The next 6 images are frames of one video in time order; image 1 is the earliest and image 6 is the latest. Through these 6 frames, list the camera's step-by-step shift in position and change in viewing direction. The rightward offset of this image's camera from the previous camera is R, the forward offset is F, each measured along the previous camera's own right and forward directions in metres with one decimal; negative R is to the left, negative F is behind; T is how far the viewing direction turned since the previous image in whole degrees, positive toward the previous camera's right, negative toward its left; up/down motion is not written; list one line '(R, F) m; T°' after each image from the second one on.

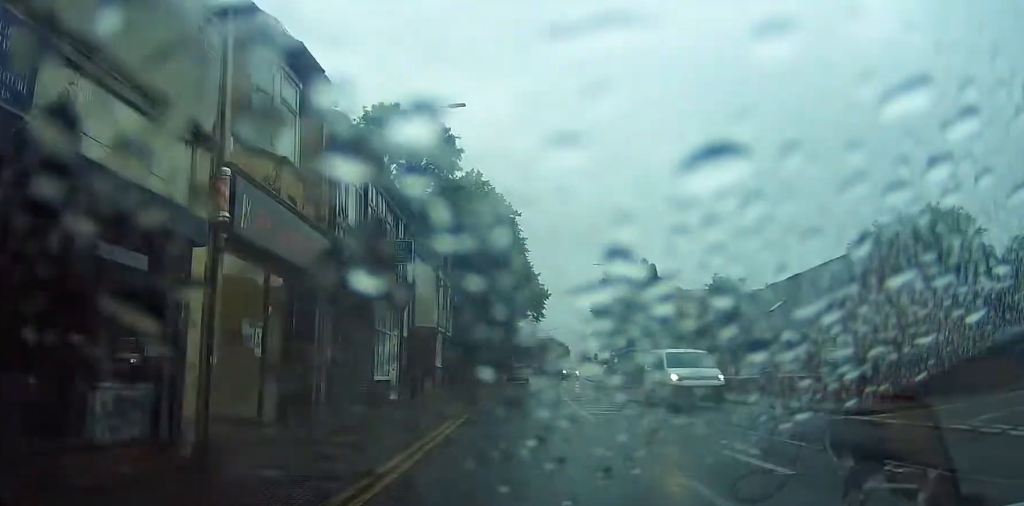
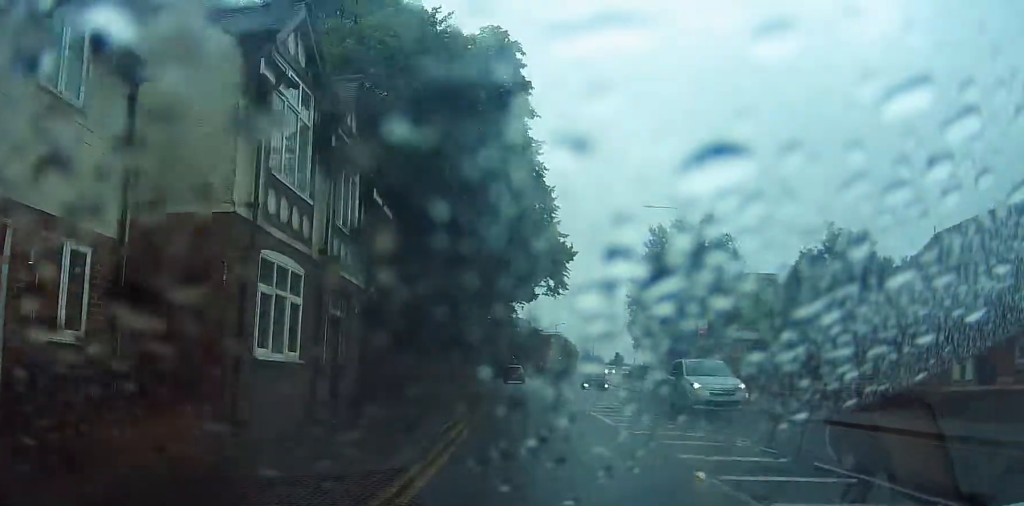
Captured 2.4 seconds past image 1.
(0.0, +23.3) m; 0°
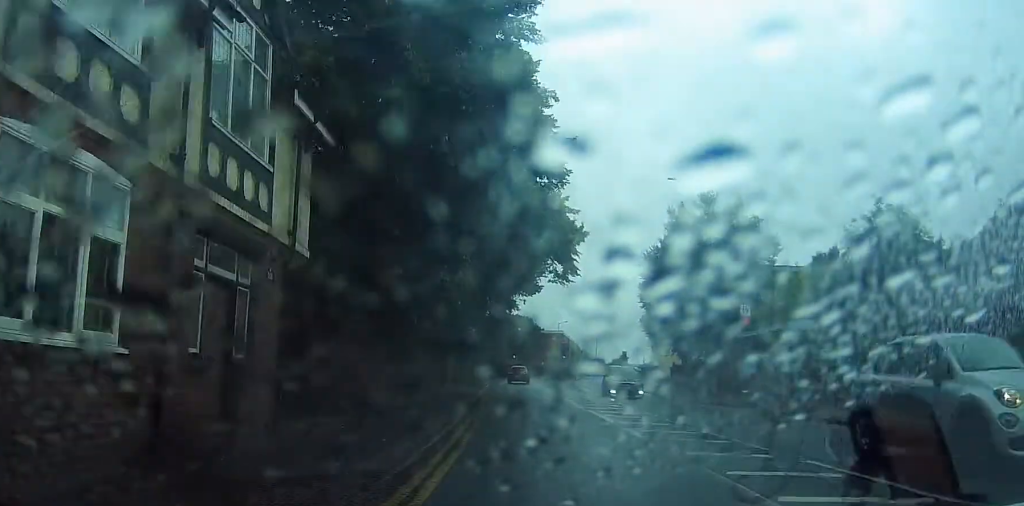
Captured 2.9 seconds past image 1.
(0.0, +5.6) m; 0°
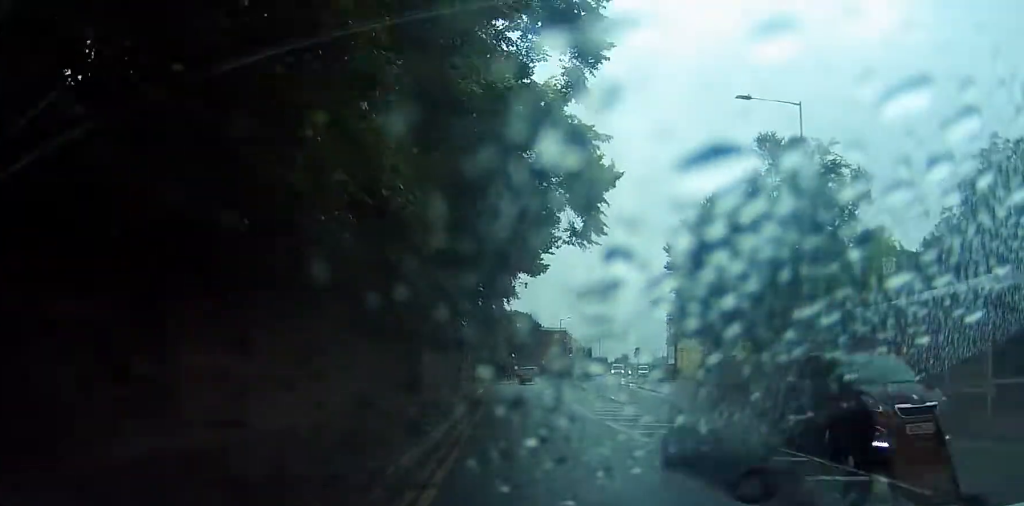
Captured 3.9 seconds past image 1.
(-0.1, +10.5) m; -1°
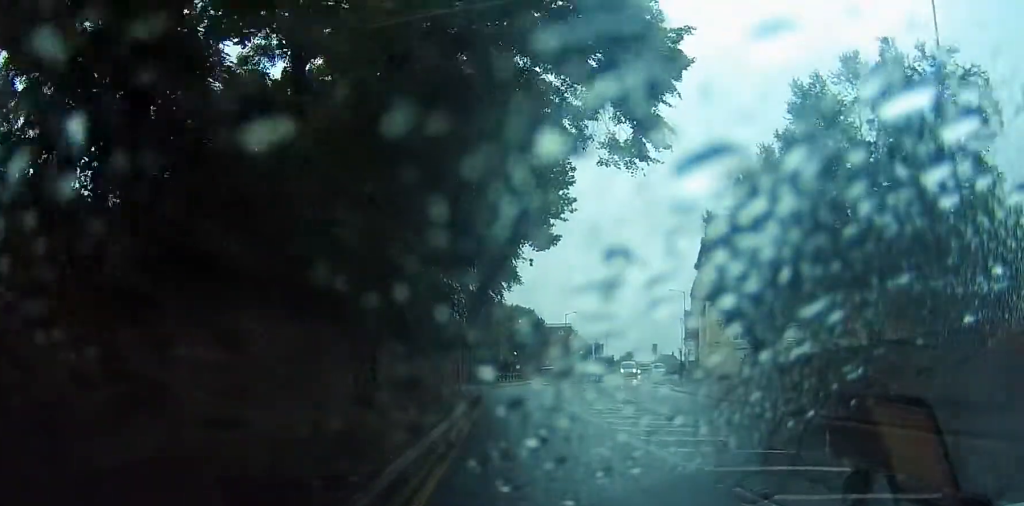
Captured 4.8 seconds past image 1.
(0.0, +9.0) m; -1°
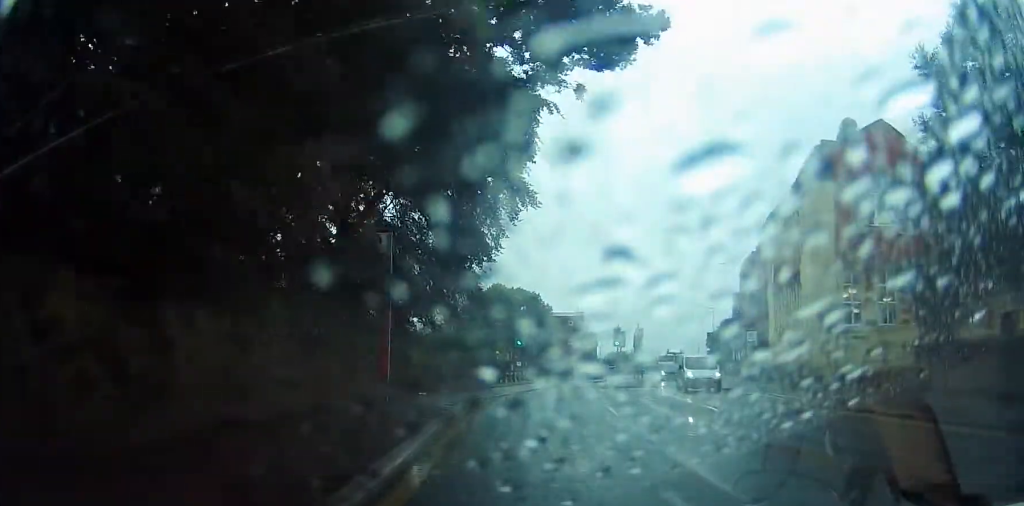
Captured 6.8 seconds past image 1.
(-0.1, +20.7) m; +1°
